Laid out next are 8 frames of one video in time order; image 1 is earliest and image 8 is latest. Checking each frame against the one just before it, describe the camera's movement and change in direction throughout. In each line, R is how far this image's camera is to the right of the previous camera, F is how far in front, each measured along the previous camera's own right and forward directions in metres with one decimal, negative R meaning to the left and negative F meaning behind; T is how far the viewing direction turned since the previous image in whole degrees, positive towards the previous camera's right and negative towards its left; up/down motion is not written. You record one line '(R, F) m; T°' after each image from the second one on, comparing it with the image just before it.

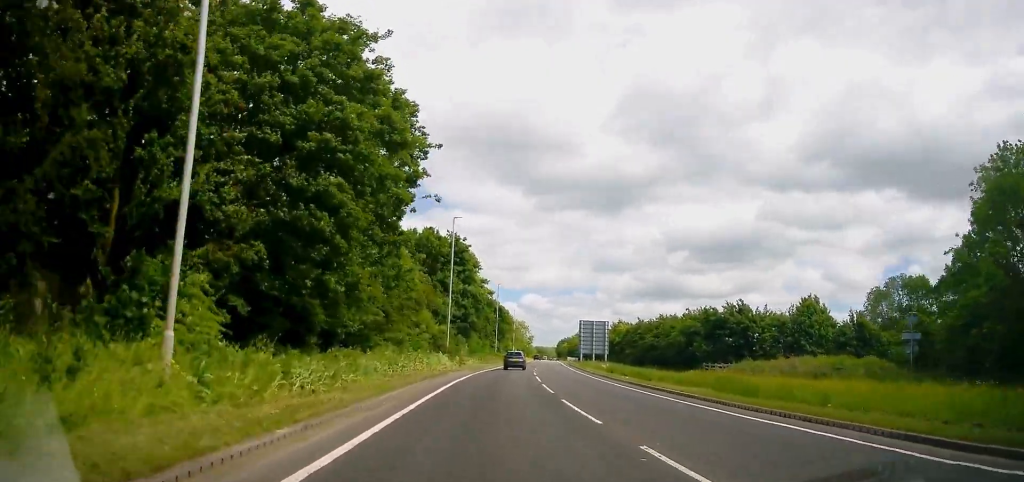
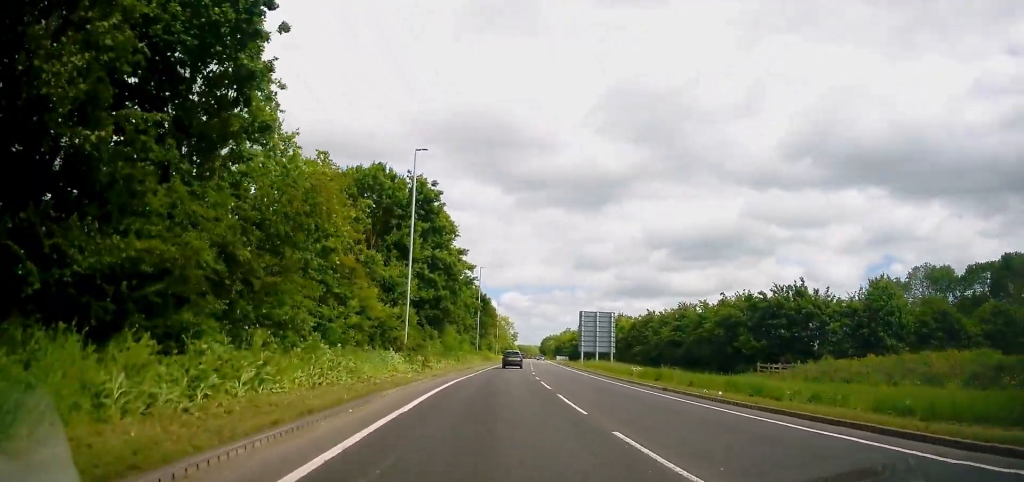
(0.0, +16.4) m; +2°
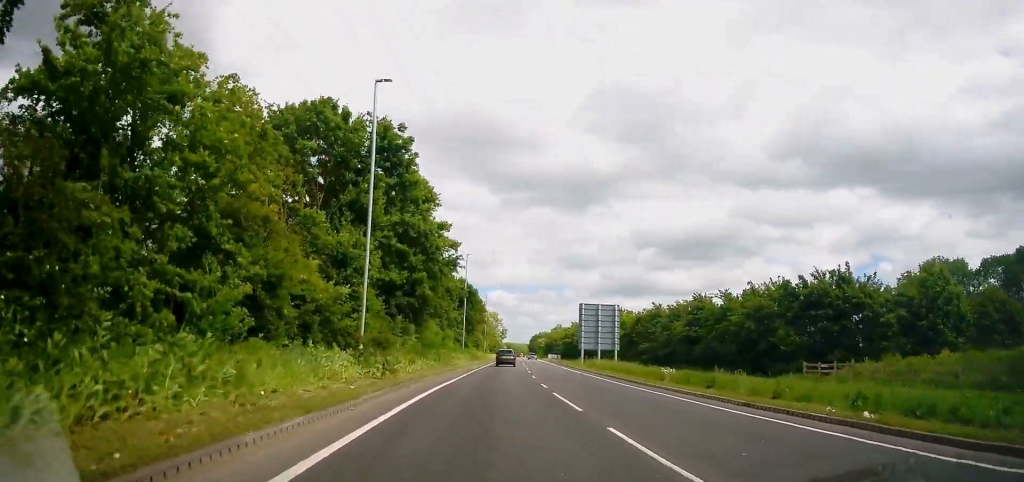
(+0.3, +8.7) m; +1°
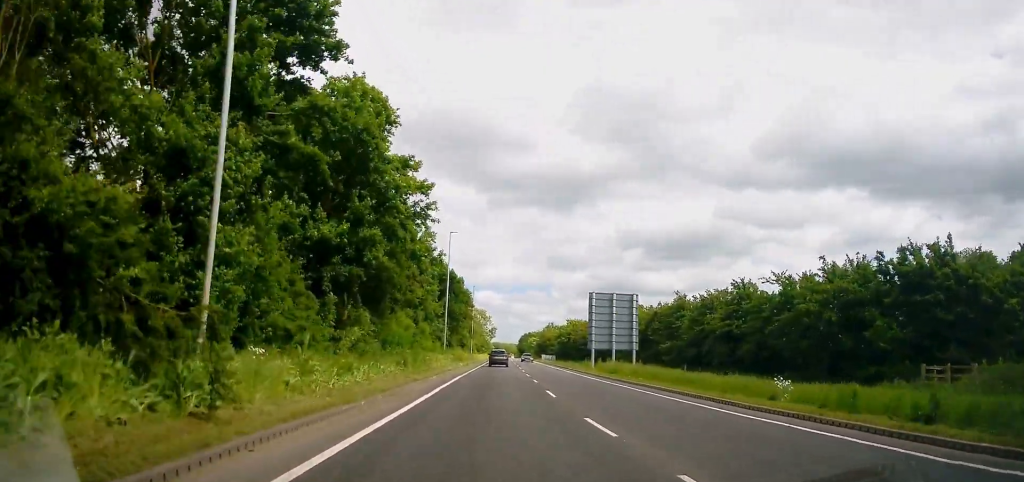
(+0.1, +12.6) m; 0°
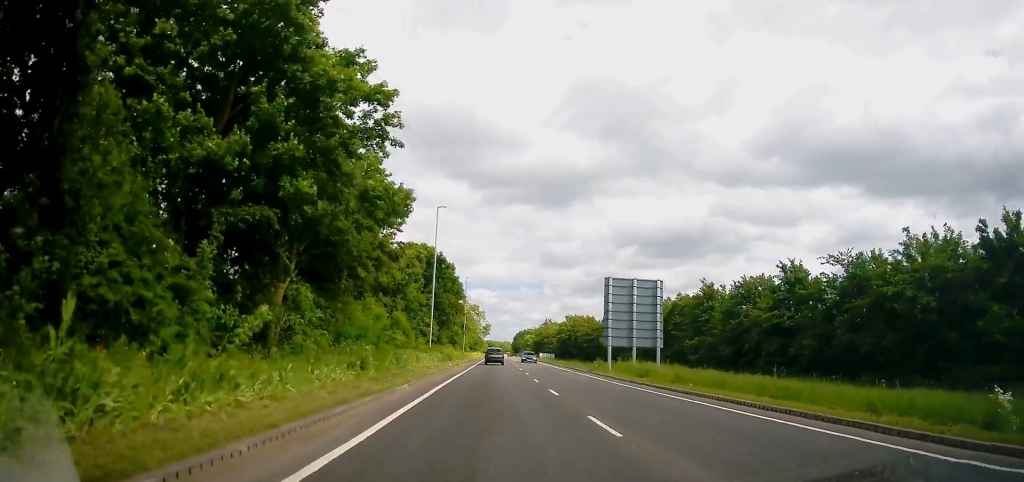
(0.0, +8.9) m; 0°
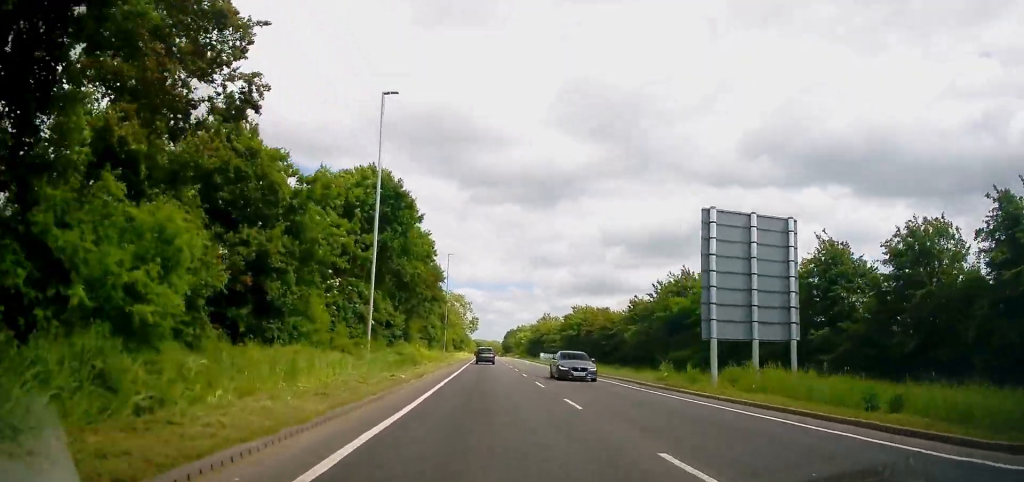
(+0.2, +21.1) m; +2°
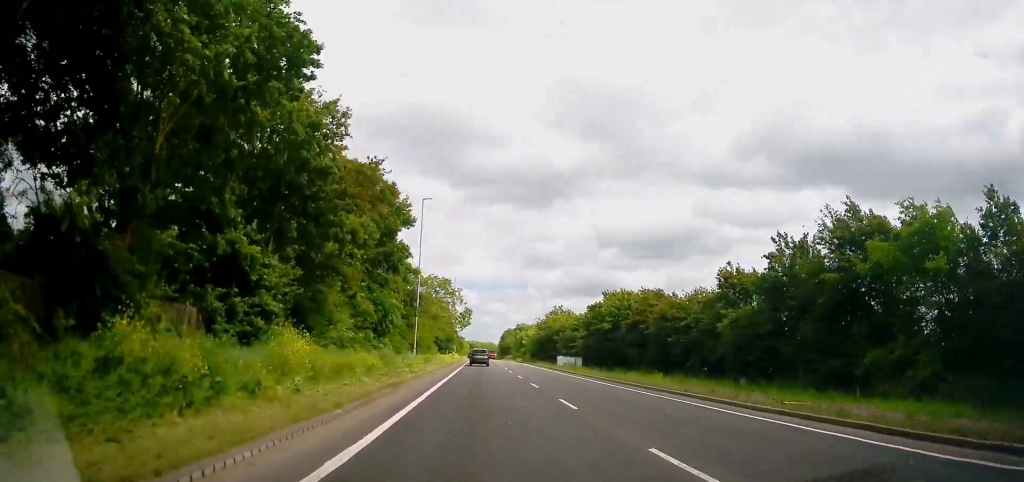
(+0.4, +26.1) m; +1°
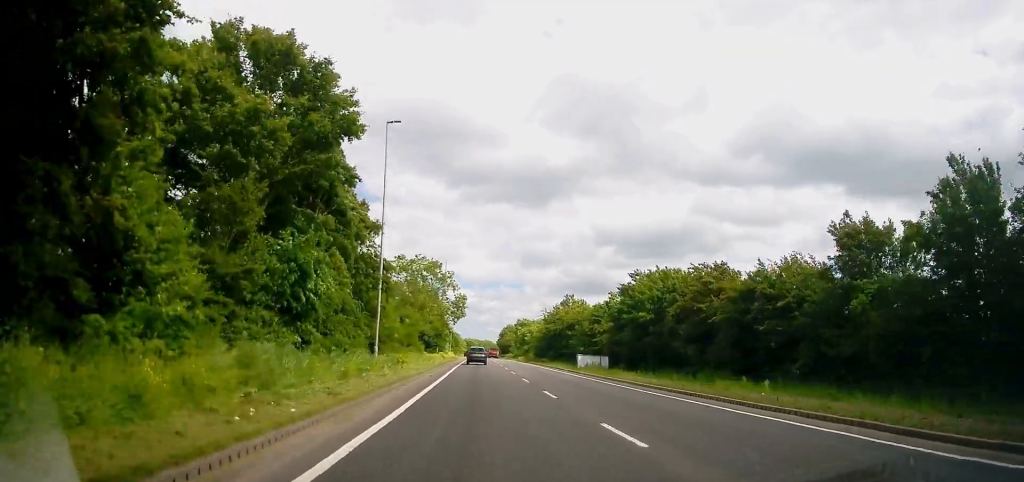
(0.0, +14.9) m; +1°
